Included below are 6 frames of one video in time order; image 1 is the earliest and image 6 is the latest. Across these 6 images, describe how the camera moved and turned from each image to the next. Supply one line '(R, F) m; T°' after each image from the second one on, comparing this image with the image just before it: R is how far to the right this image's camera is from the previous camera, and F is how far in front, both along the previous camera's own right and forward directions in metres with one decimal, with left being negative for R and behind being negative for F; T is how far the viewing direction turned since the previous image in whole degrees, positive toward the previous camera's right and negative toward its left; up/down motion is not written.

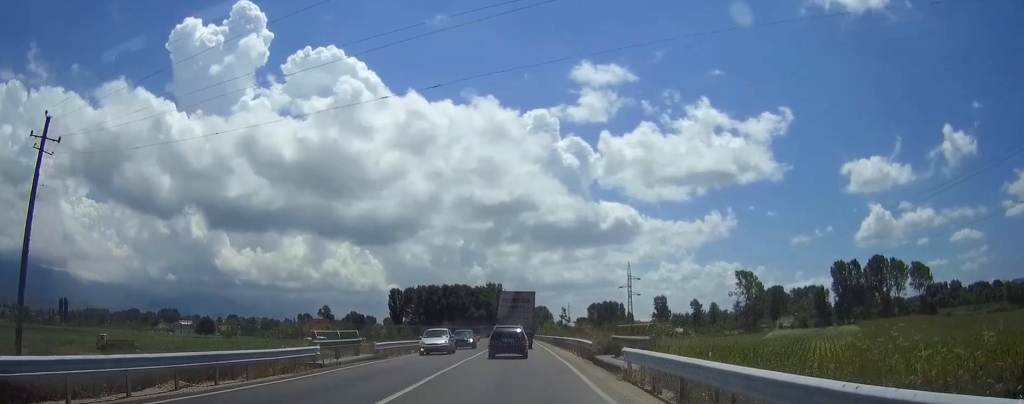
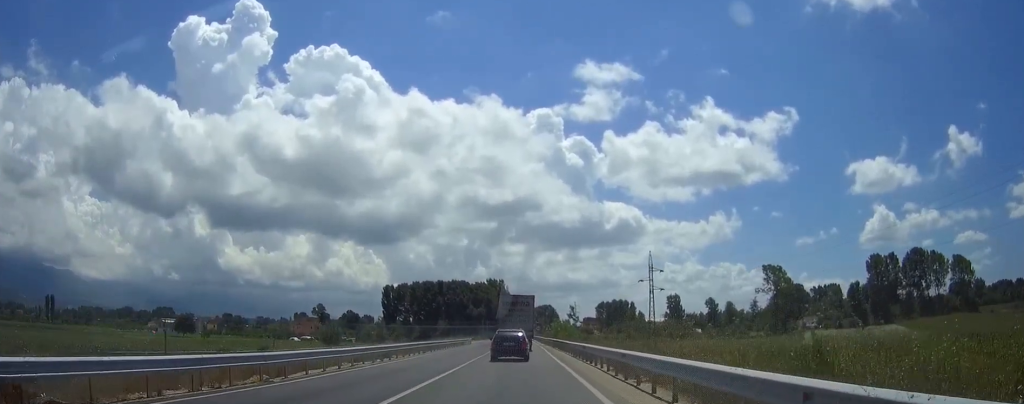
(-0.3, +25.9) m; -1°
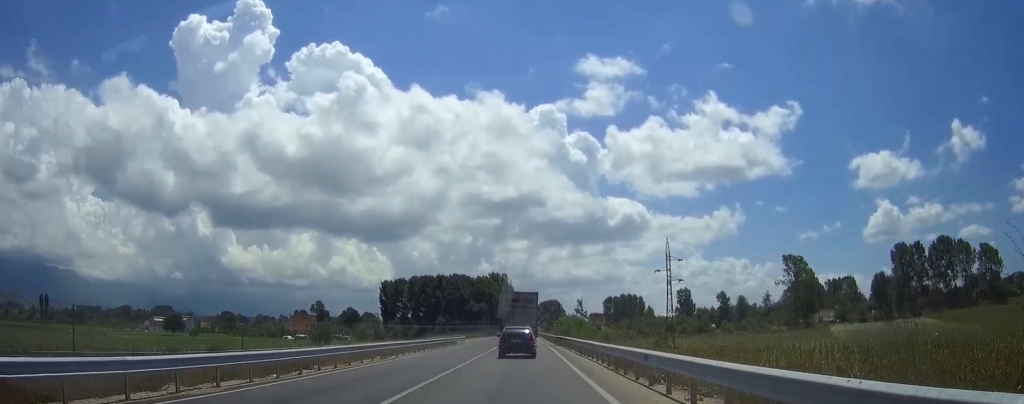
(0.0, +14.9) m; 0°
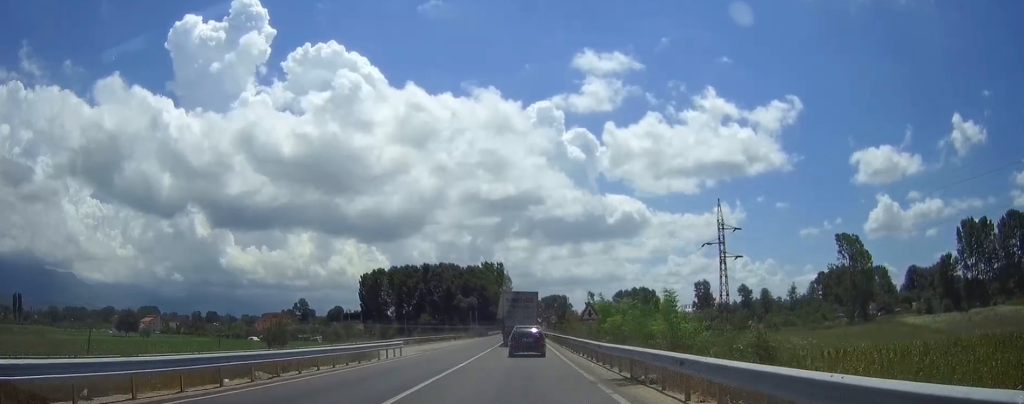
(-0.1, +39.4) m; 0°
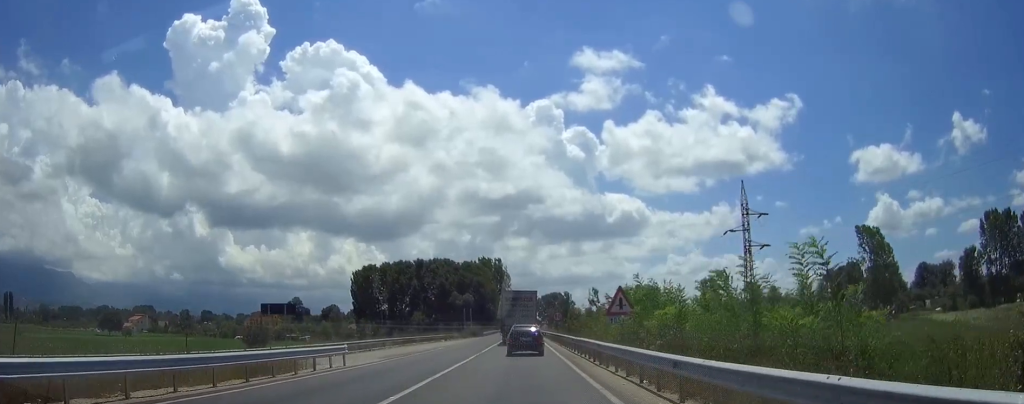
(0.0, +12.0) m; 0°
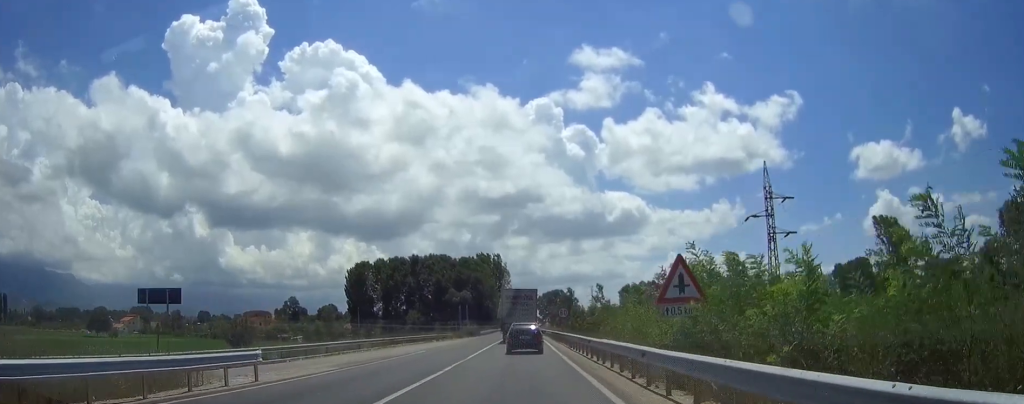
(0.0, +9.2) m; 0°
